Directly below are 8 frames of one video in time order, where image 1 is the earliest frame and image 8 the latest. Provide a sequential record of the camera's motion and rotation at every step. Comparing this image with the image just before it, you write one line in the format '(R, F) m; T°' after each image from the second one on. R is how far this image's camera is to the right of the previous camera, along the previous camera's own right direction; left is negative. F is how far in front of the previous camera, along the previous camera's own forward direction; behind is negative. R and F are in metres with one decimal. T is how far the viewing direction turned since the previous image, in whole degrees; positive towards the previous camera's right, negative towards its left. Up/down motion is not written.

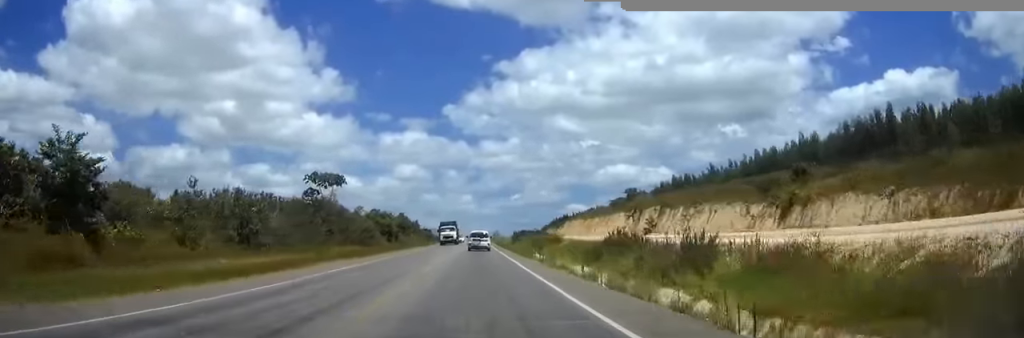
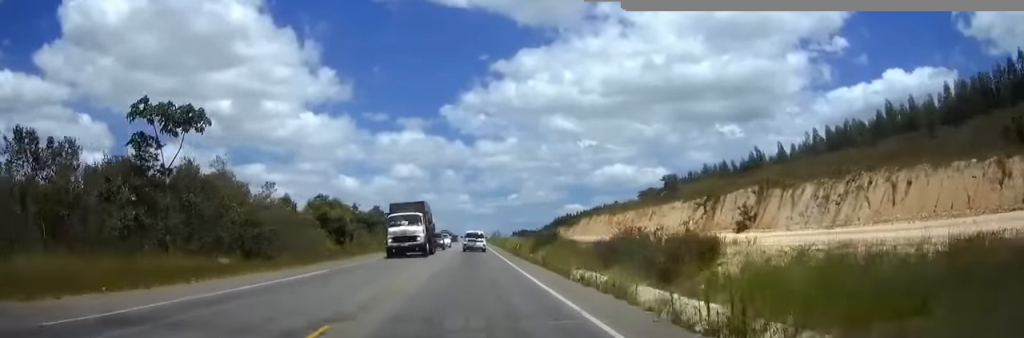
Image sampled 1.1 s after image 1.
(+0.1, +32.9) m; 0°
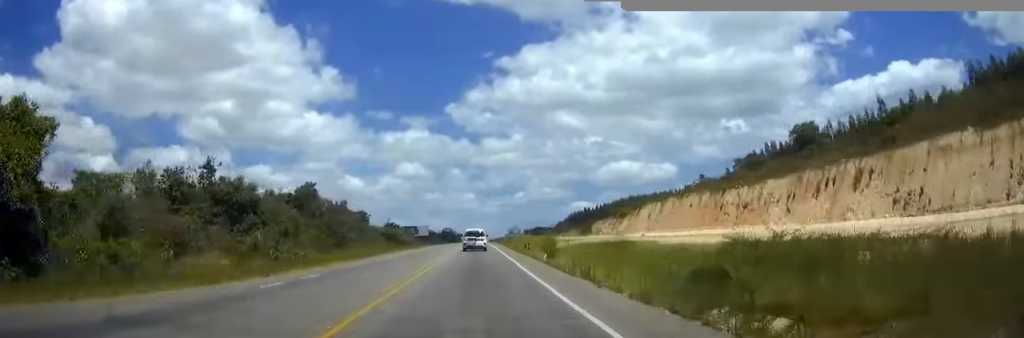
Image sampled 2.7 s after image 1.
(-0.2, +51.4) m; 0°
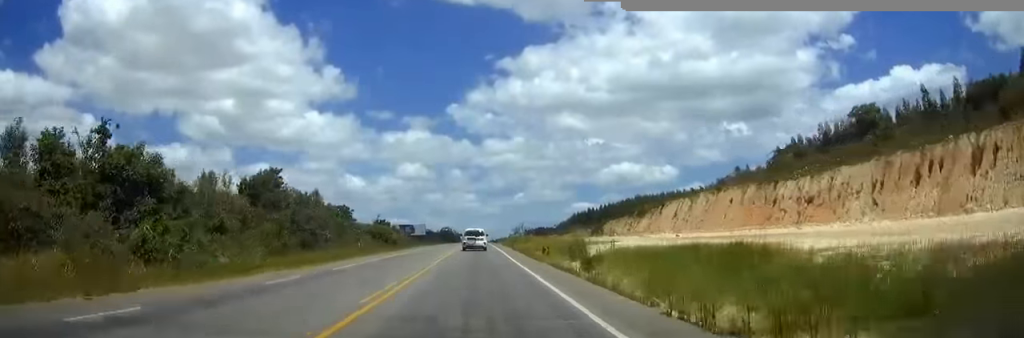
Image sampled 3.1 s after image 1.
(0.0, +12.3) m; 0°
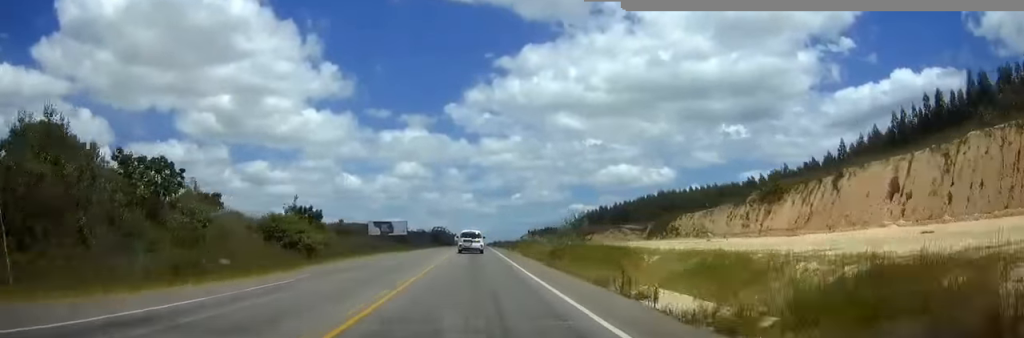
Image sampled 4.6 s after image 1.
(0.0, +44.2) m; 0°
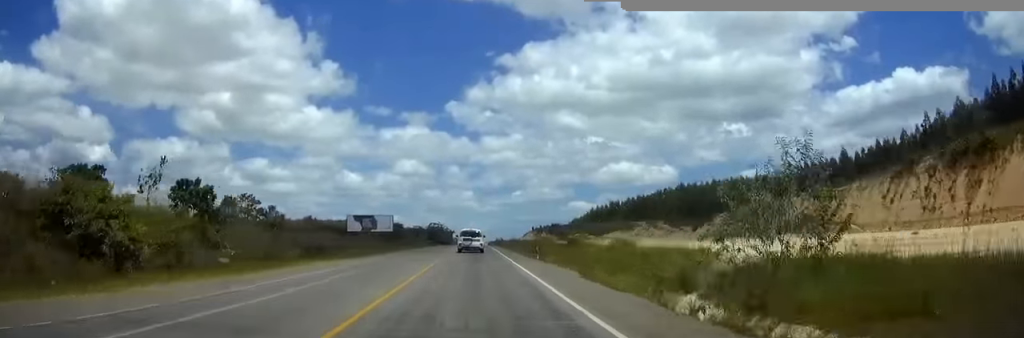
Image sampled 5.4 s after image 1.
(0.0, +25.8) m; 0°
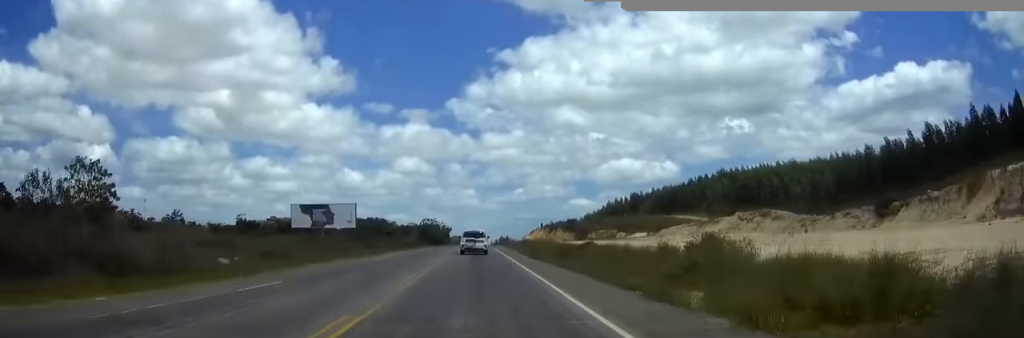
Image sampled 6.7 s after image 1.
(0.0, +41.2) m; 0°
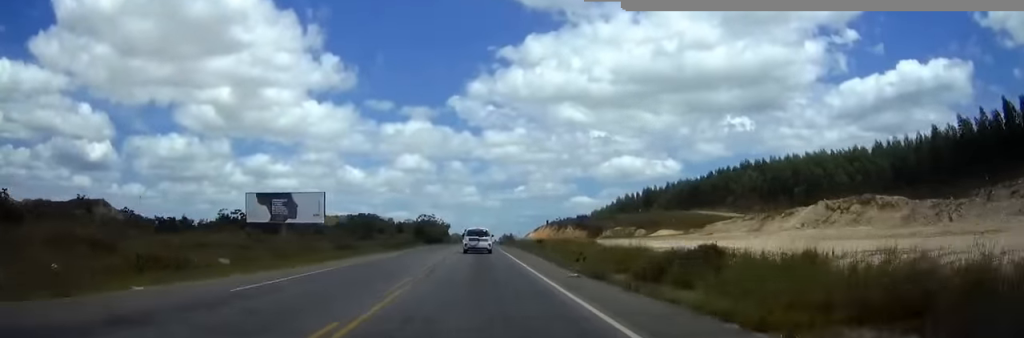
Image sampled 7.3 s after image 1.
(0.0, +18.4) m; 0°
